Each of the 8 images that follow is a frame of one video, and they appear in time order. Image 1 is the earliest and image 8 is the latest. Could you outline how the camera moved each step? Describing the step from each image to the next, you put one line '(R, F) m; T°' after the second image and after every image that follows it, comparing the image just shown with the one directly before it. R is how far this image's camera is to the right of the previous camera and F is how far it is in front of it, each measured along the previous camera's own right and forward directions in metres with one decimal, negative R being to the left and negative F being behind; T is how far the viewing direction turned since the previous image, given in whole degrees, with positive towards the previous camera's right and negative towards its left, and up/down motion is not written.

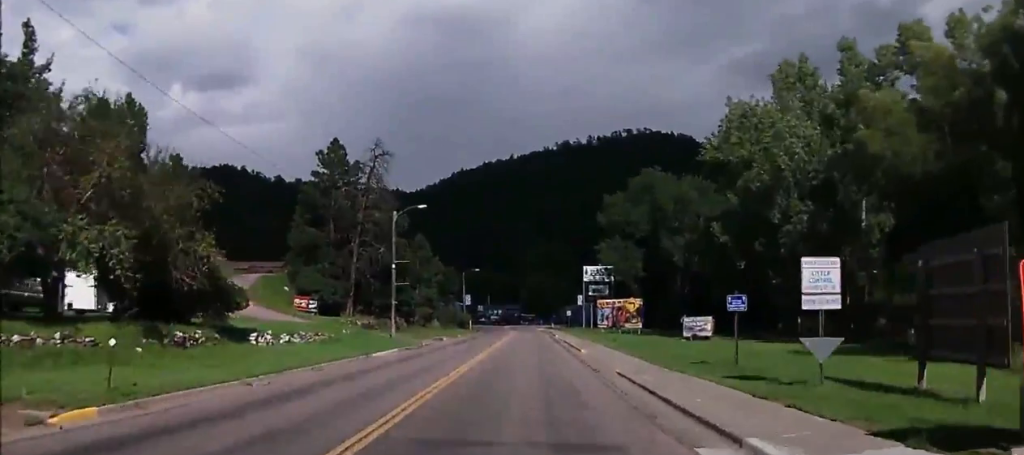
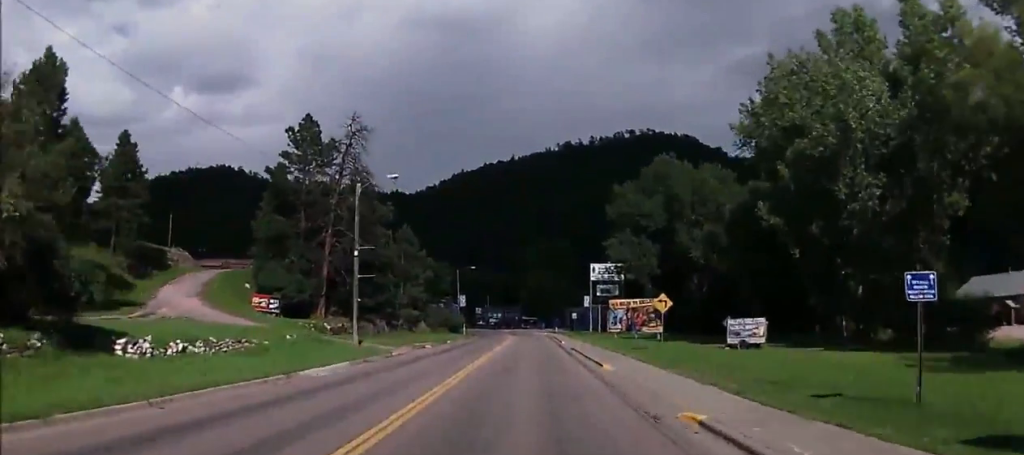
(0.0, +10.4) m; 0°
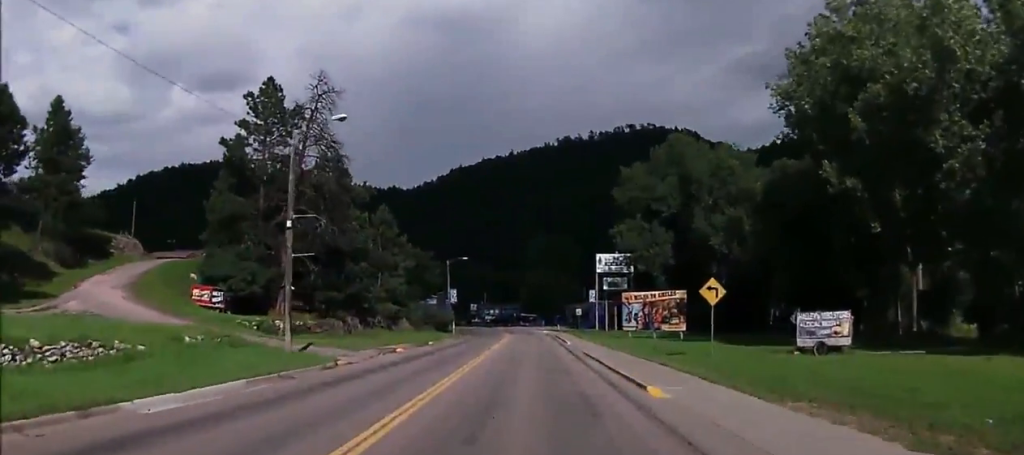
(0.0, +10.1) m; 0°
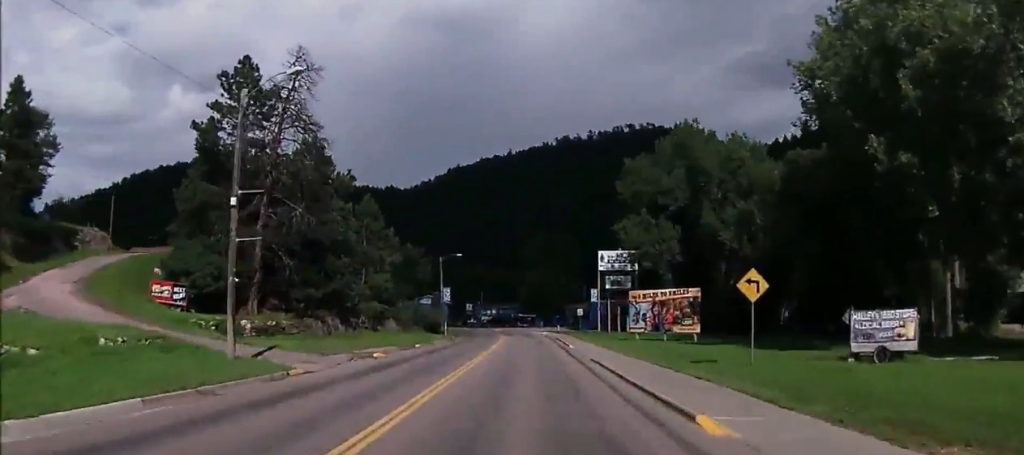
(0.0, +4.7) m; 0°
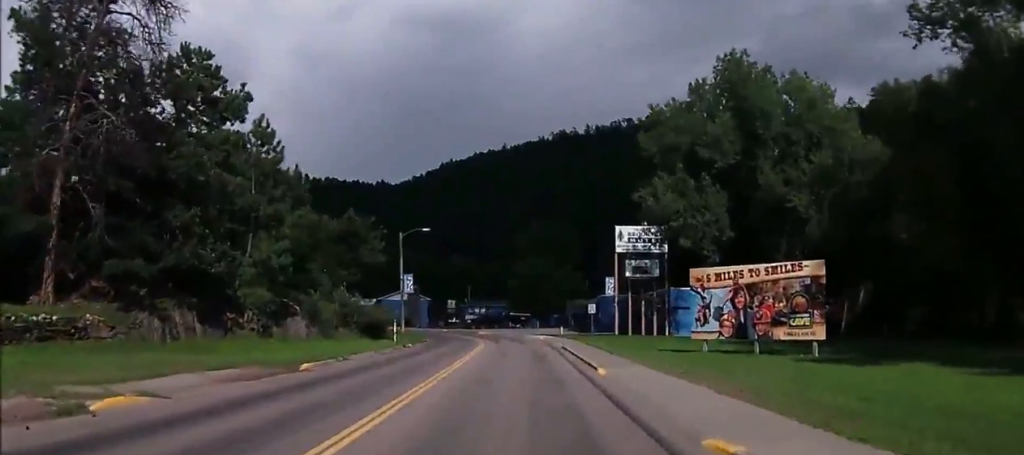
(+1.0, +22.0) m; 0°
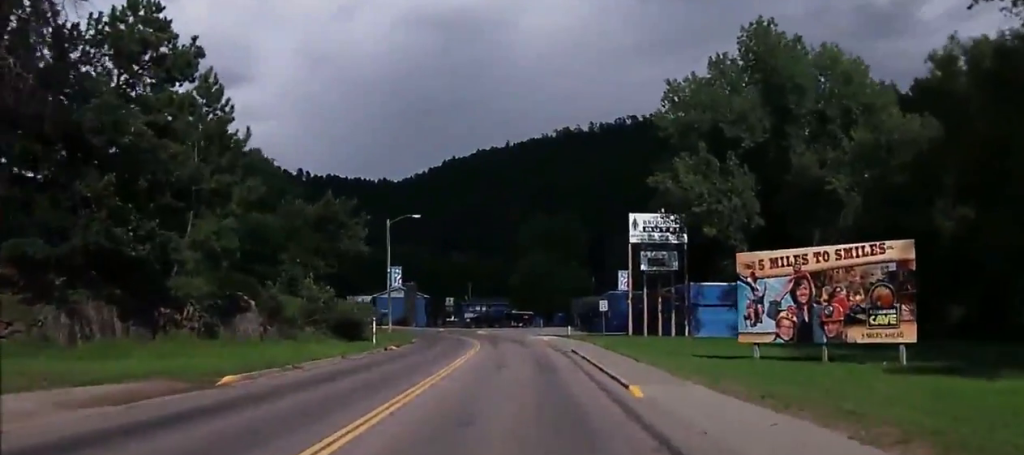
(-0.7, +6.7) m; 0°
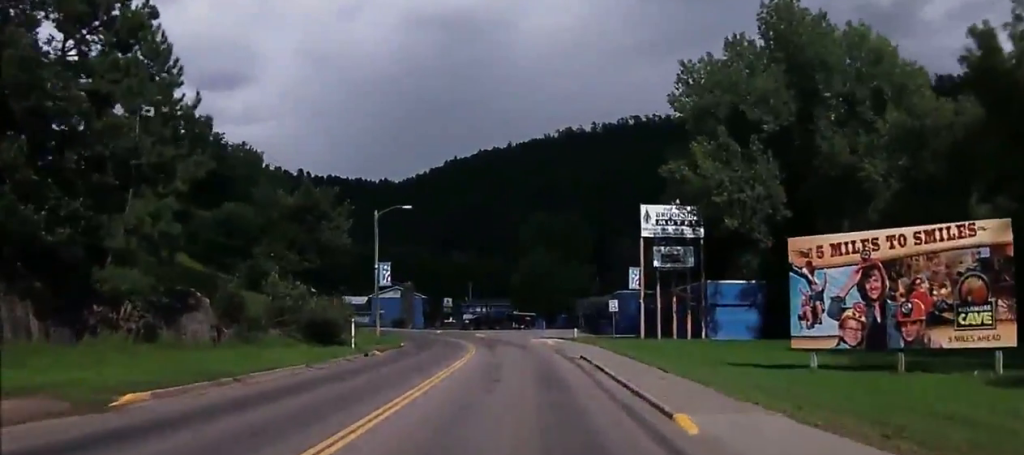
(-0.2, +4.9) m; 0°
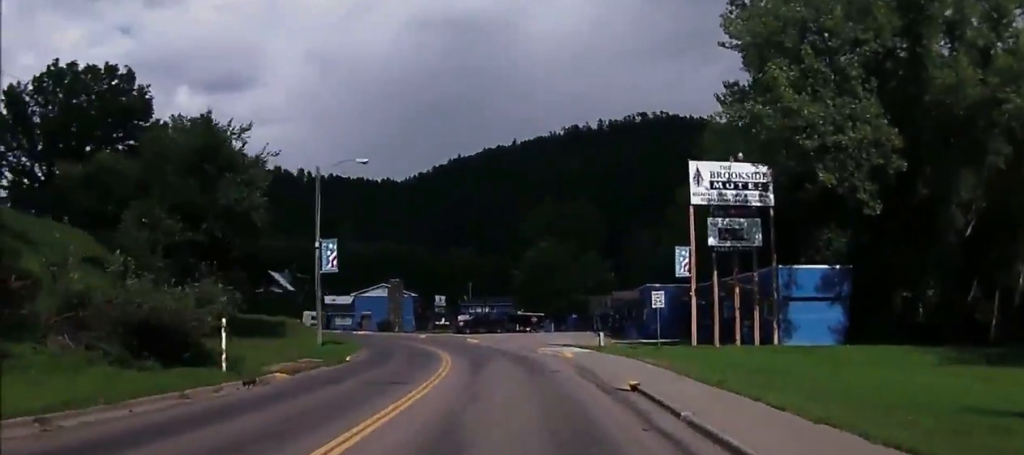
(+0.8, +14.3) m; +1°
